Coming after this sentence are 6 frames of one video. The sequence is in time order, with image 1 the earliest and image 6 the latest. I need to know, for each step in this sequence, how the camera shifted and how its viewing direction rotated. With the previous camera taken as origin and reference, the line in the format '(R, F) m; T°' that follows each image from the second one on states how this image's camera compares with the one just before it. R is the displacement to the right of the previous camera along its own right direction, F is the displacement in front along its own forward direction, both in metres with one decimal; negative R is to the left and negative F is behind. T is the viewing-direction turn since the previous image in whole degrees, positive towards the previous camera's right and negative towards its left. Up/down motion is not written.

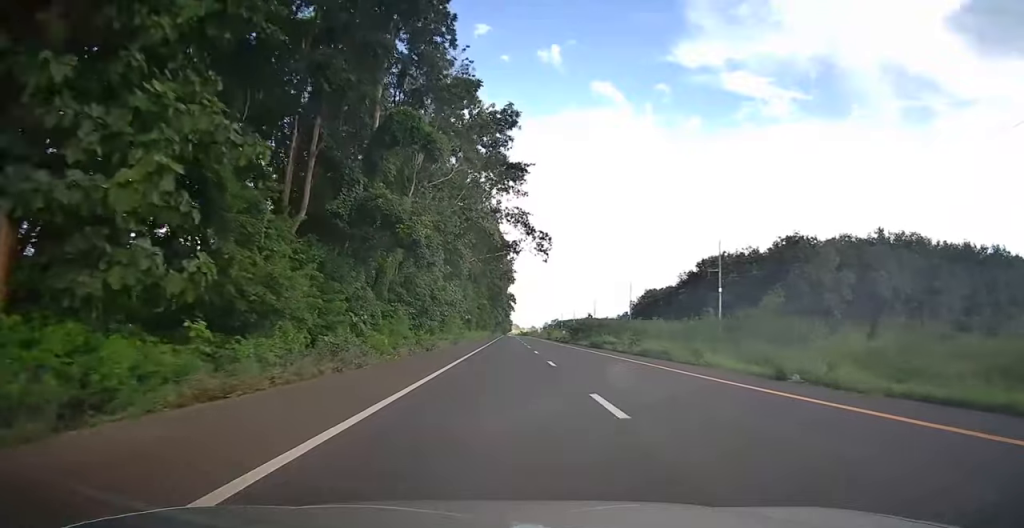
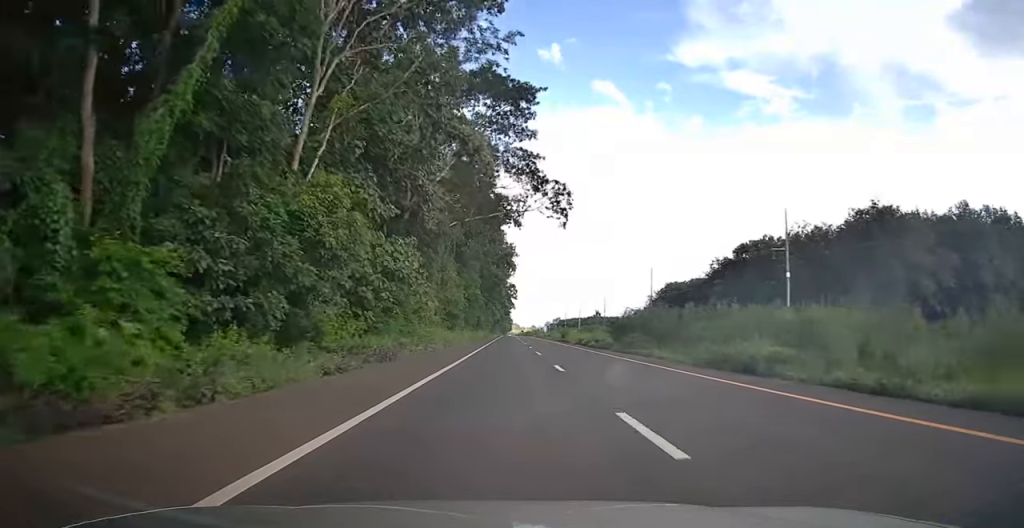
(0.0, +26.9) m; 0°
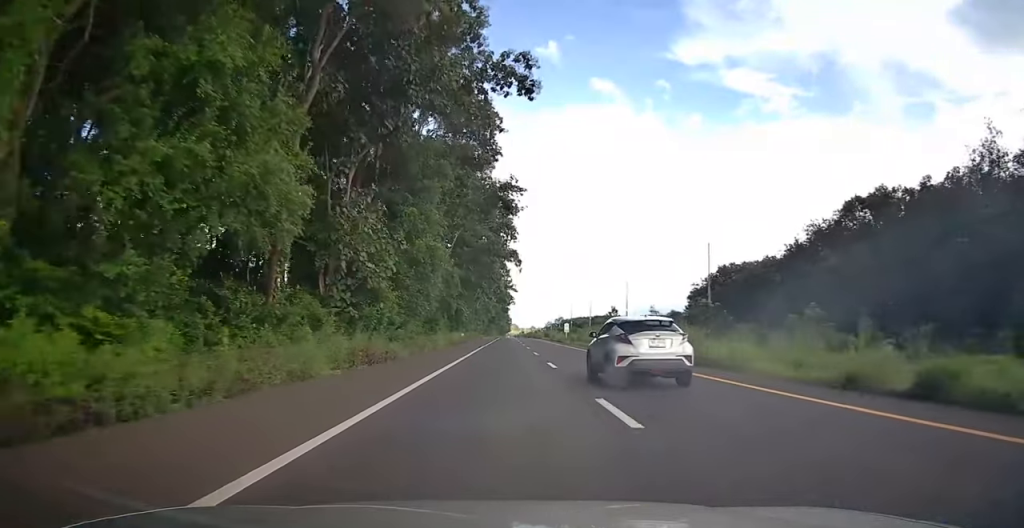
(+0.1, +46.2) m; 0°
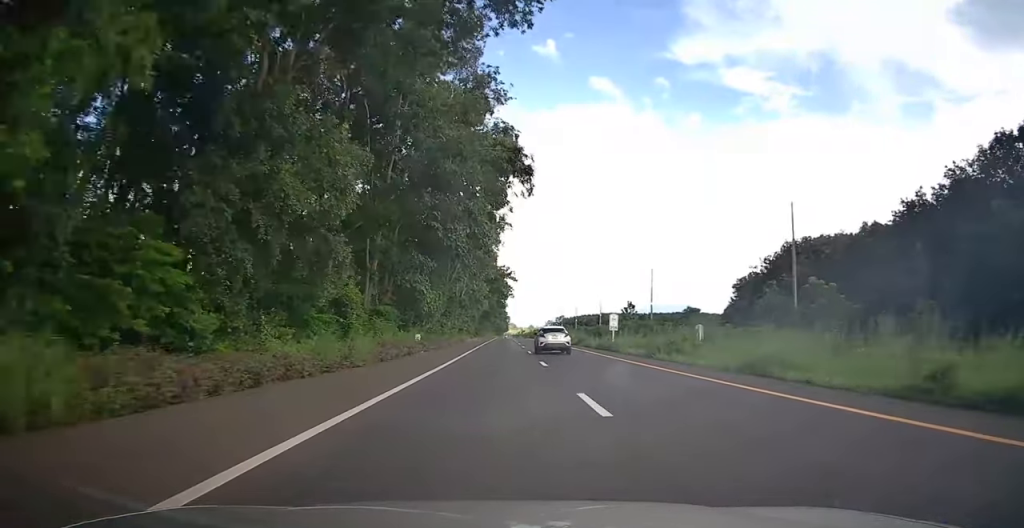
(0.0, +35.0) m; 0°
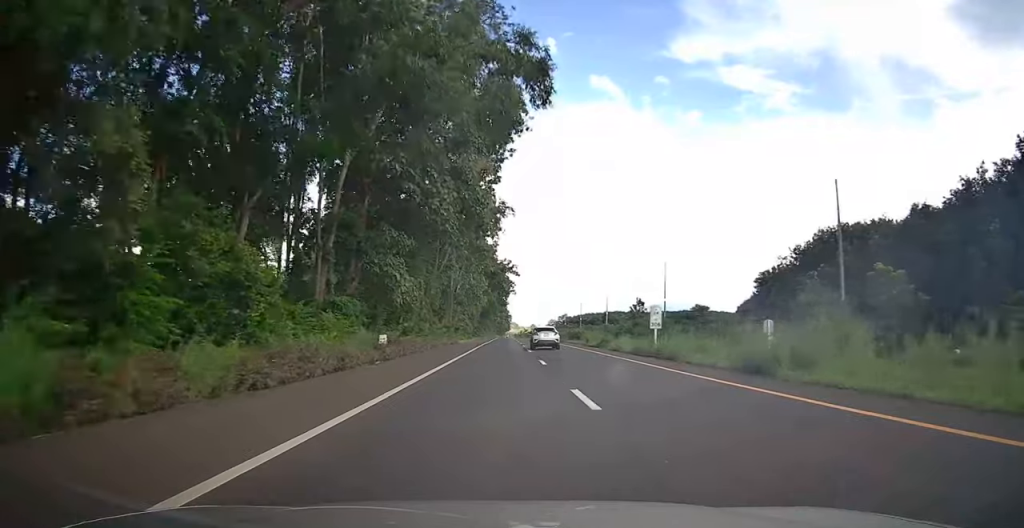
(0.0, +11.3) m; 0°
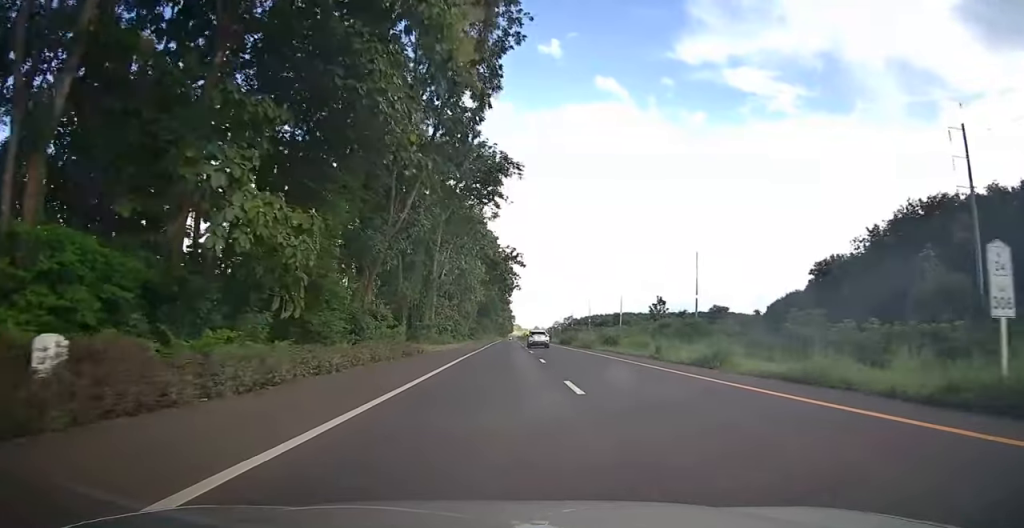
(0.0, +21.8) m; 0°
